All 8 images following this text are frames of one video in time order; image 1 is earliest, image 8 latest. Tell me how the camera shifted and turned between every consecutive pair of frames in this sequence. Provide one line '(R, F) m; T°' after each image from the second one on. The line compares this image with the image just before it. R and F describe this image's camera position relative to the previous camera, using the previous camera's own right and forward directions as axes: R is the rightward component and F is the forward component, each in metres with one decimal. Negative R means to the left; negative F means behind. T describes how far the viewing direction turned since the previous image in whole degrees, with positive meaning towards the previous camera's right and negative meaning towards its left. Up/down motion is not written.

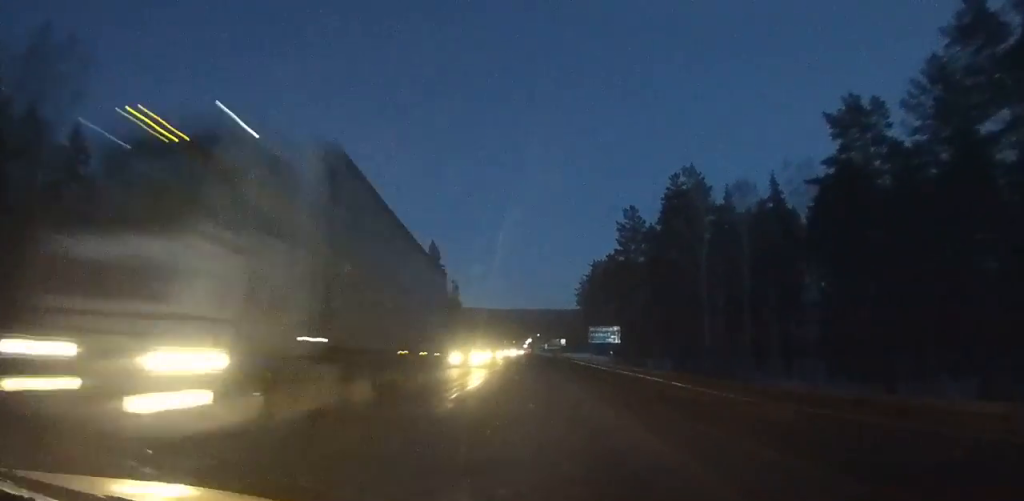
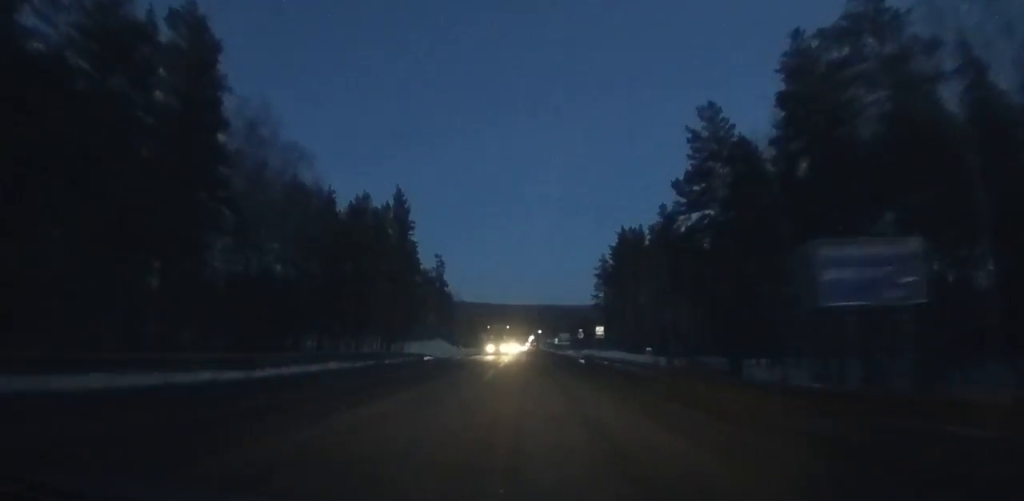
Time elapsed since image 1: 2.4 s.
(0.0, +38.5) m; 0°
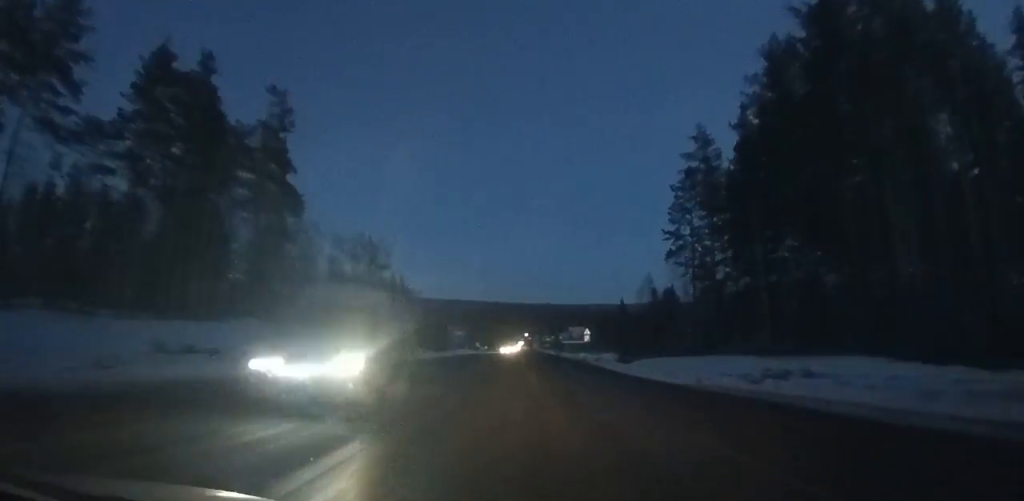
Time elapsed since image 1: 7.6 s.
(+0.4, +84.9) m; +1°
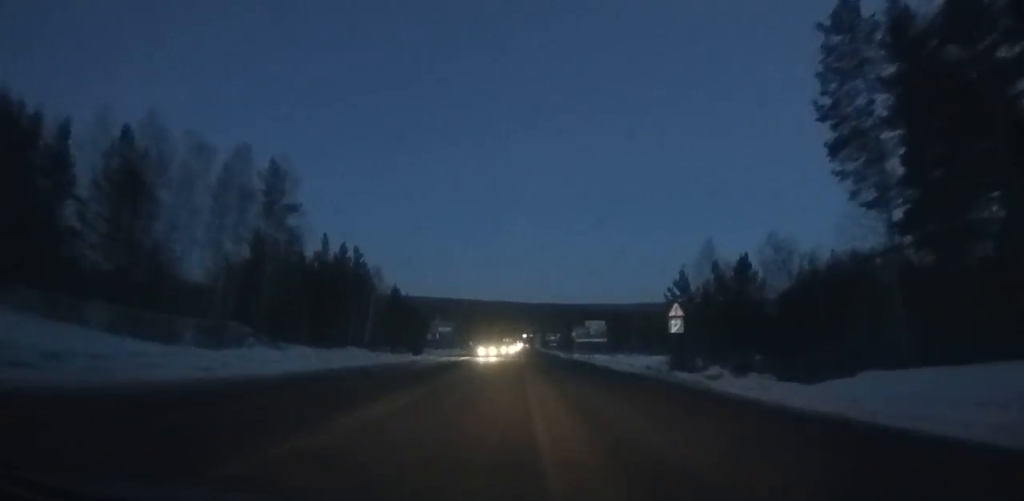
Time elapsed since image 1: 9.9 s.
(+0.2, +38.8) m; 0°
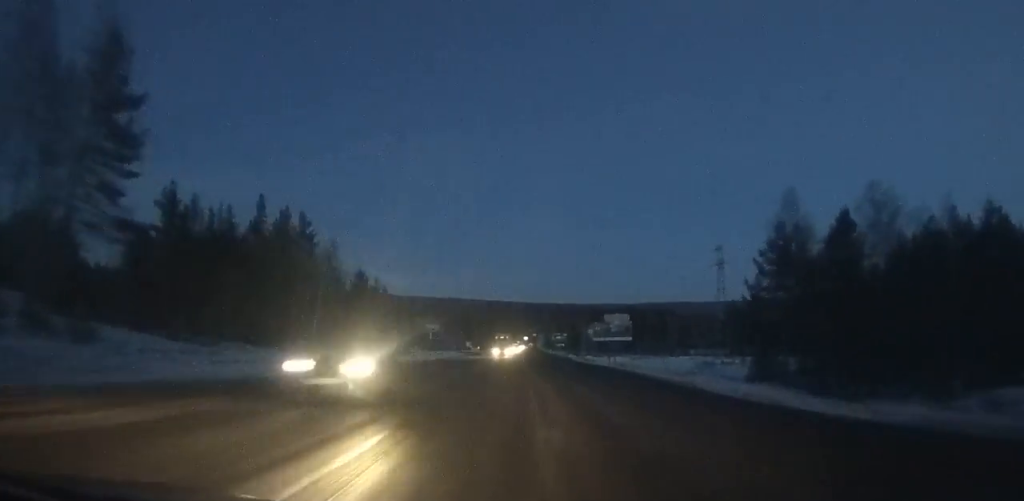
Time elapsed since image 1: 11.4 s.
(0.0, +25.8) m; 0°
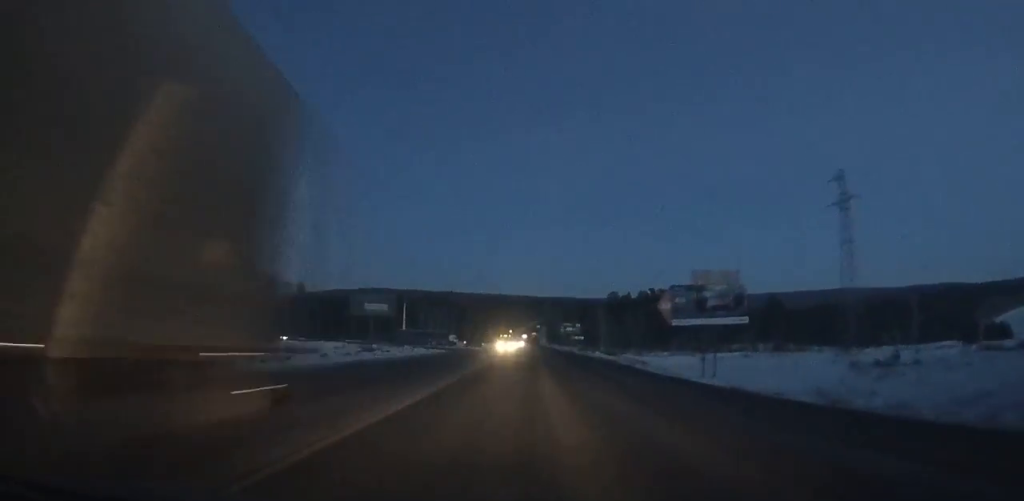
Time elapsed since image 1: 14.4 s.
(-0.1, +52.8) m; 0°
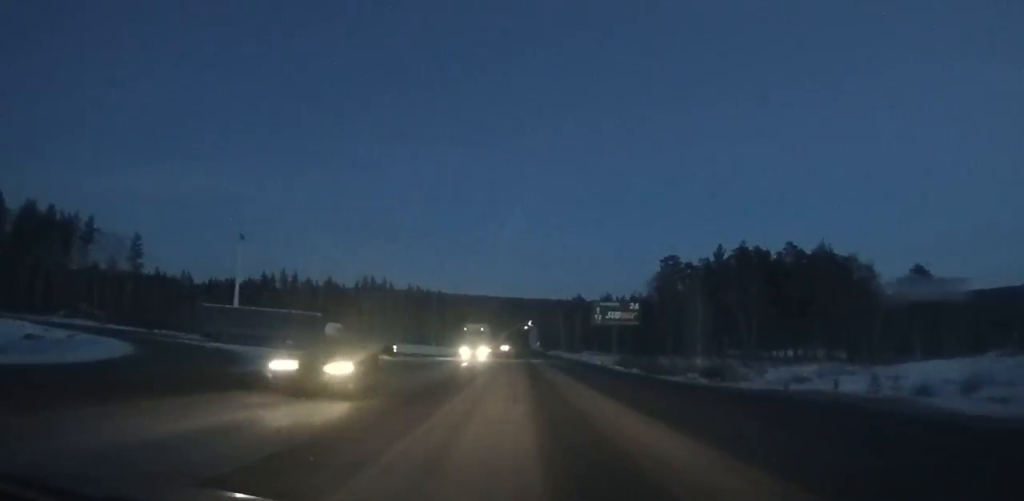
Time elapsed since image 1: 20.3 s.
(+0.7, +103.8) m; 0°
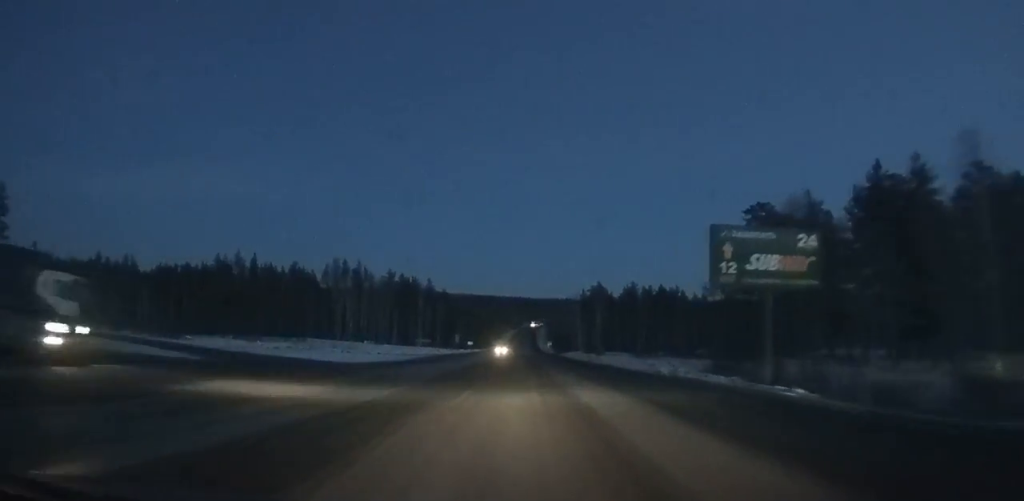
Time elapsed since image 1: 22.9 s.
(-0.1, +45.0) m; 0°
